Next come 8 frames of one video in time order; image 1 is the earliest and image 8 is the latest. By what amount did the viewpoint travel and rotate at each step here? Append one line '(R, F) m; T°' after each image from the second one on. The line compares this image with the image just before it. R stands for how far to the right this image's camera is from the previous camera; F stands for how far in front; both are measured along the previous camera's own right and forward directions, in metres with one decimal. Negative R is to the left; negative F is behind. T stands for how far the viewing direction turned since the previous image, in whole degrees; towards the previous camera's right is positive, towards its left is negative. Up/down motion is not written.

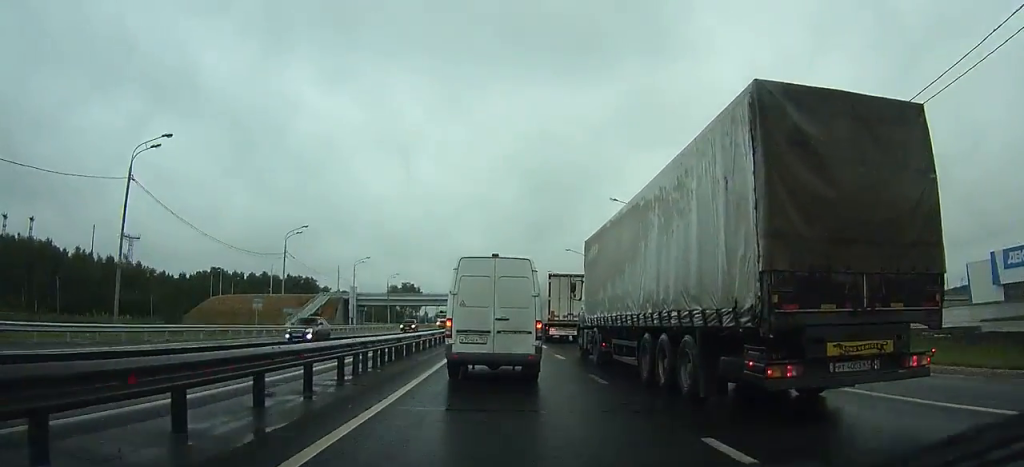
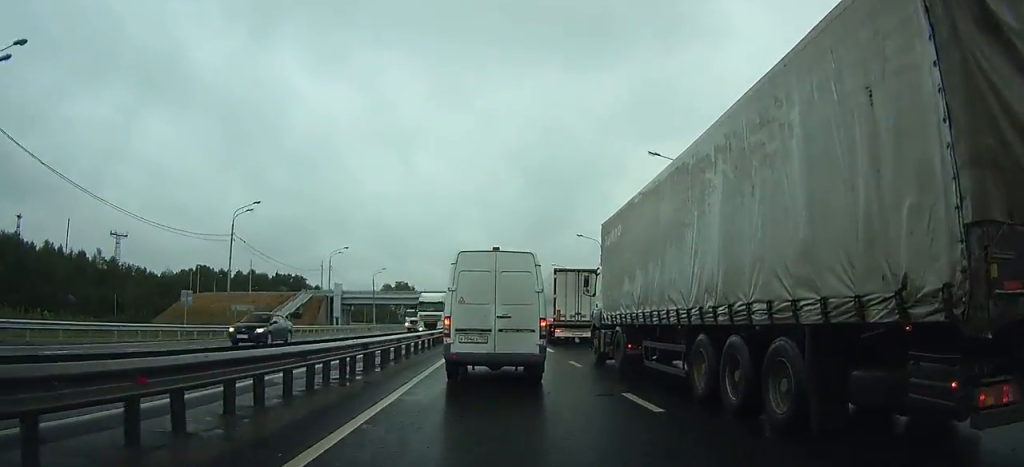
(0.0, +11.7) m; 0°
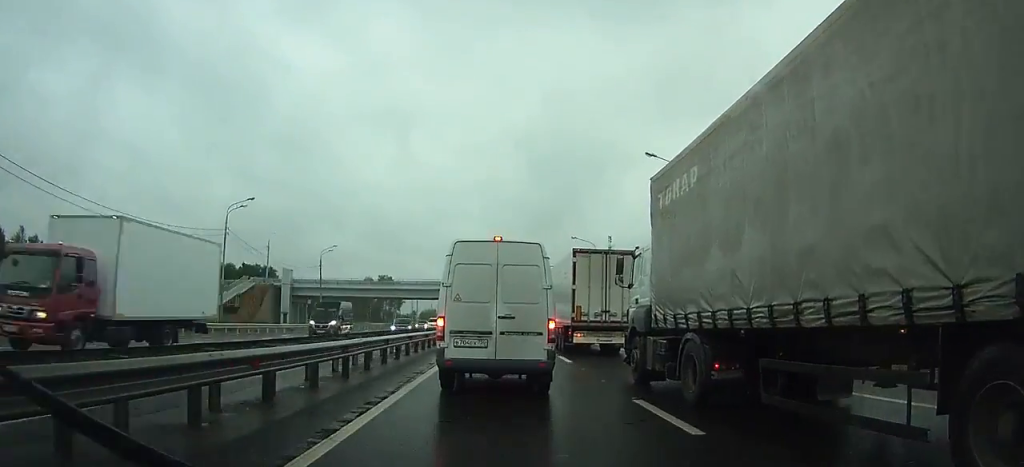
(+0.3, +29.5) m; +1°
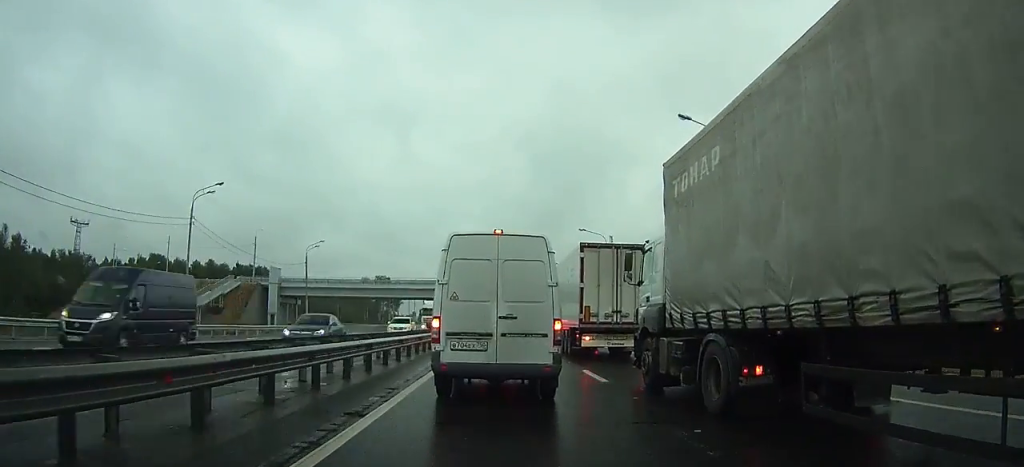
(0.0, +5.7) m; 0°
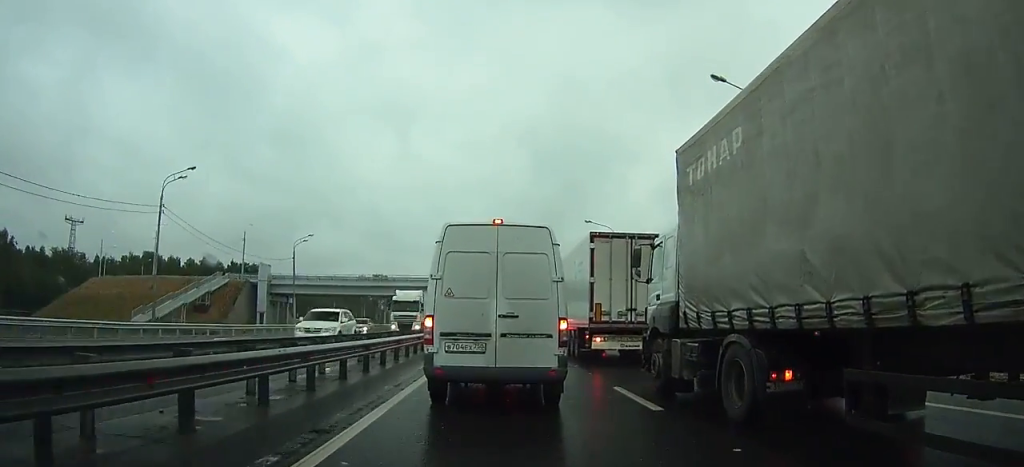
(0.0, +4.1) m; 0°
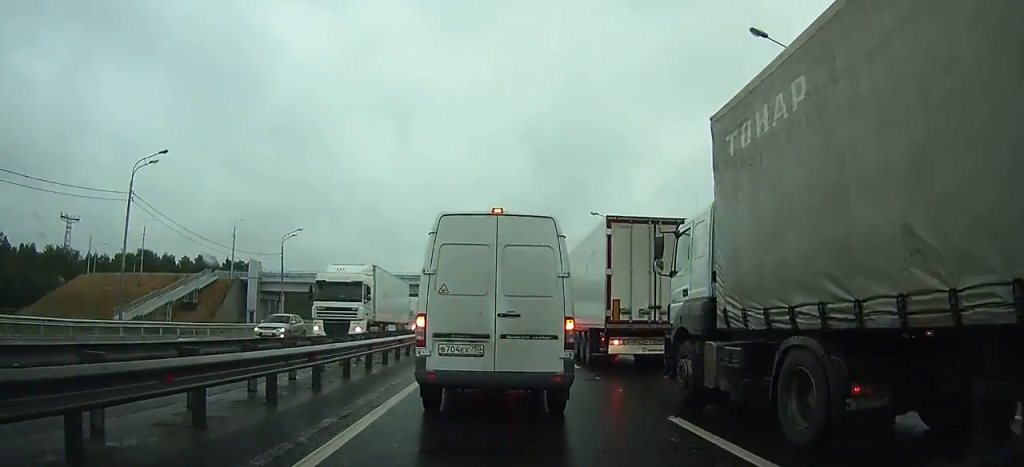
(0.0, +4.1) m; 0°
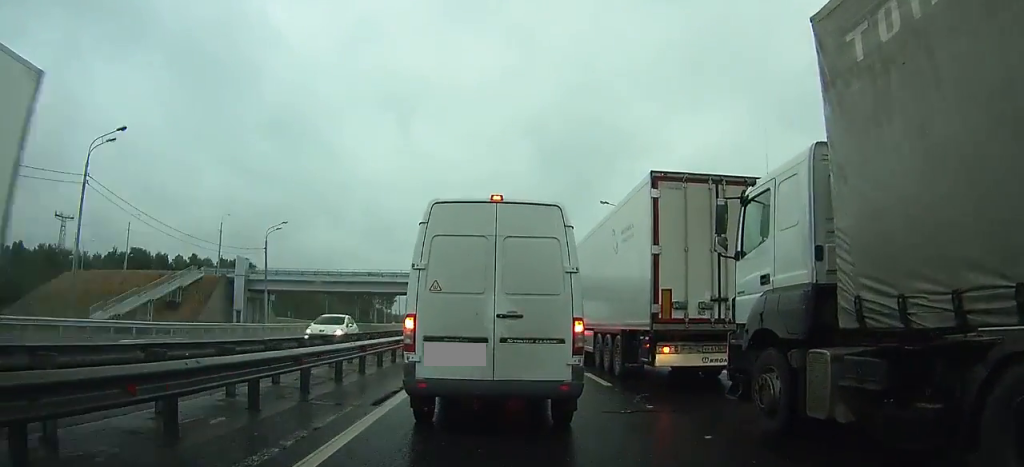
(0.0, +5.9) m; 0°
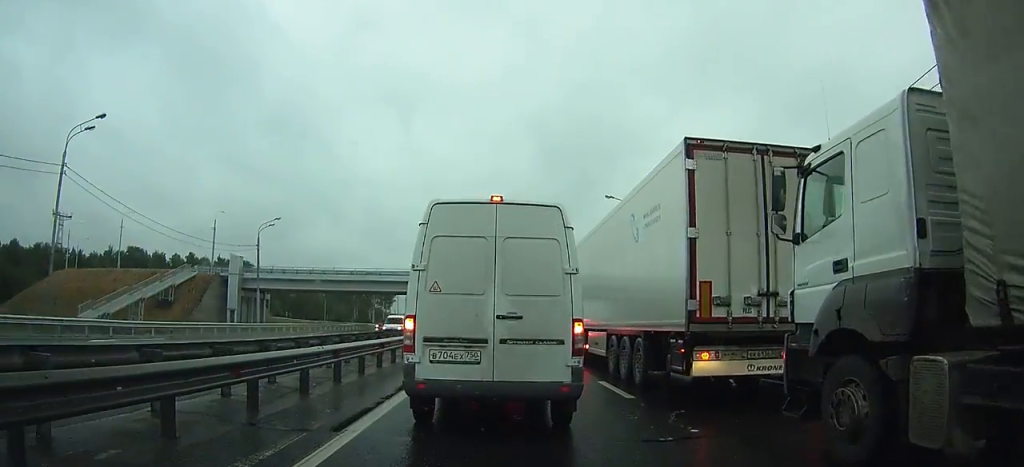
(0.0, +3.1) m; 0°
